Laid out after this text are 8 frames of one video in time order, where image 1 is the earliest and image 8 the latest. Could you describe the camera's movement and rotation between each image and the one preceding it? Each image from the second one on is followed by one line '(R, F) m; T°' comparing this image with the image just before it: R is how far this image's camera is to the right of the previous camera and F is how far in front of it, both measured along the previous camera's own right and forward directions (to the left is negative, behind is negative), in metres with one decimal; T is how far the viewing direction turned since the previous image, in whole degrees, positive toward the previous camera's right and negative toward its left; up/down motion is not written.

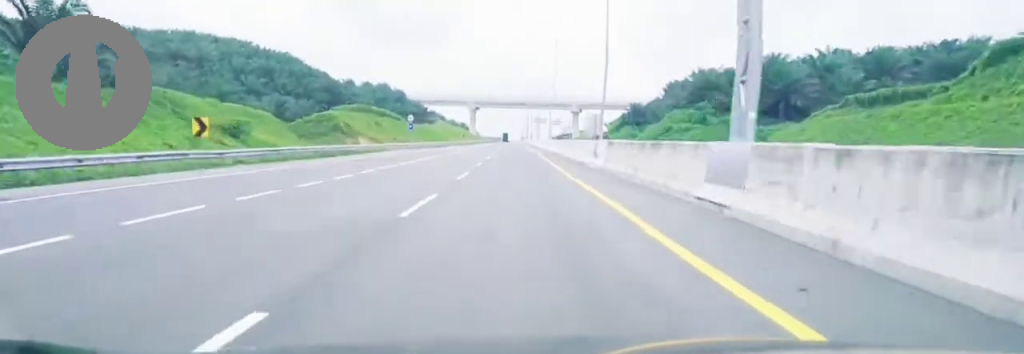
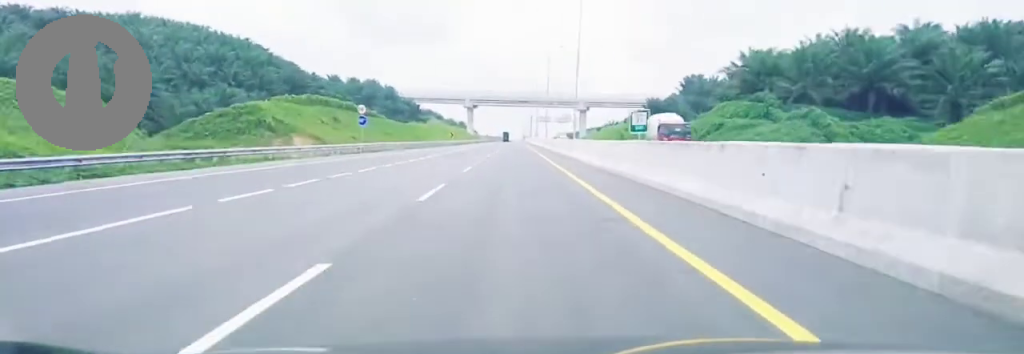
(-0.2, +36.4) m; 0°
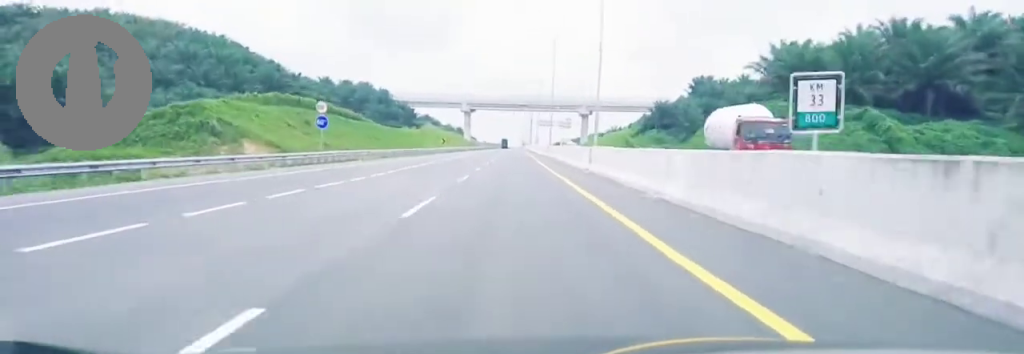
(0.0, +15.3) m; 0°
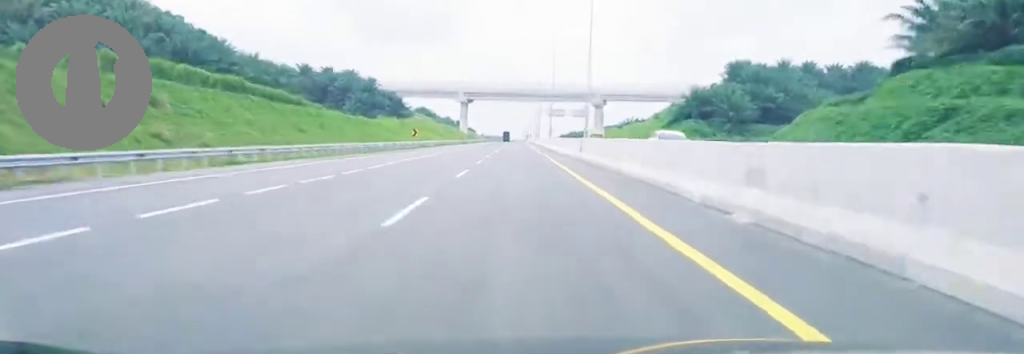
(0.0, +42.3) m; 0°
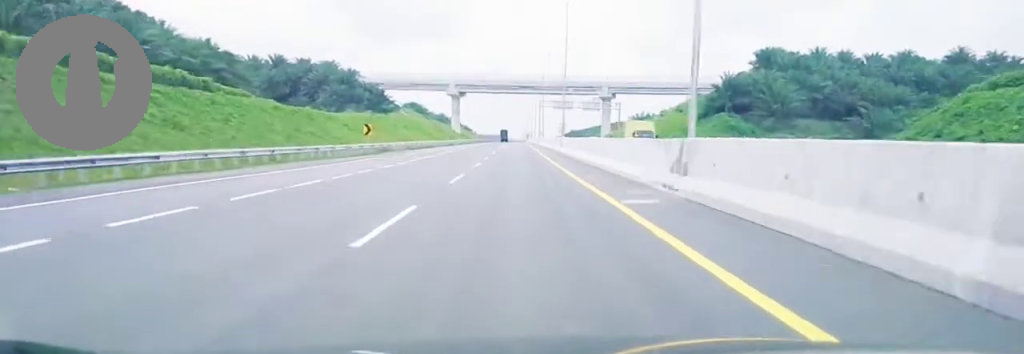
(0.0, +28.1) m; 0°
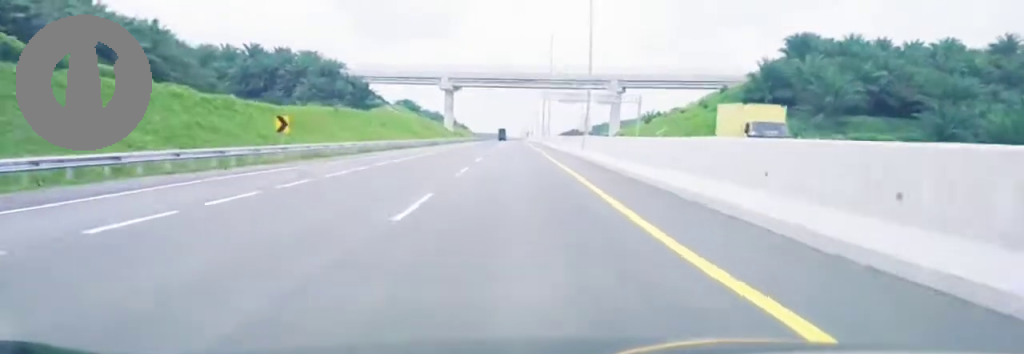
(+0.1, +23.4) m; -1°
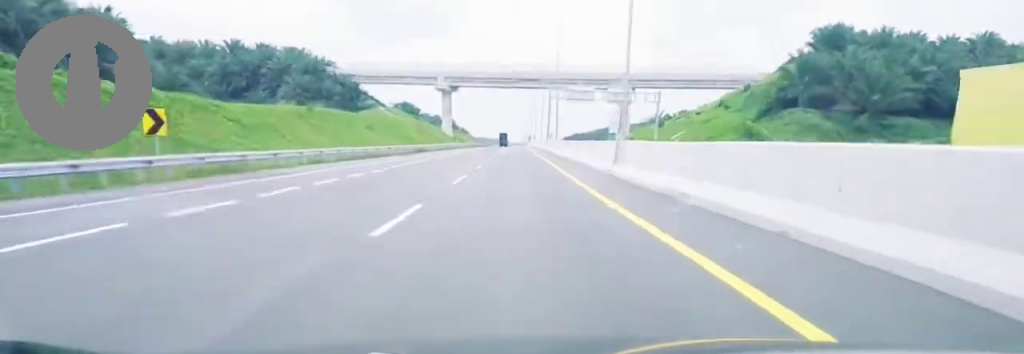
(-0.2, +15.1) m; 0°
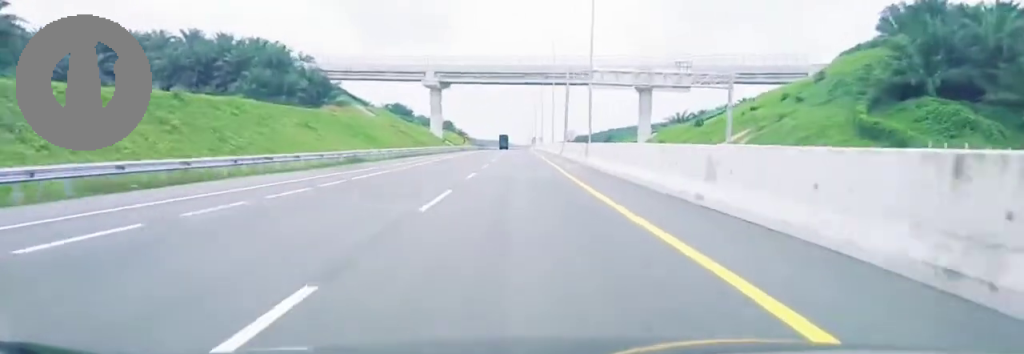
(0.0, +34.8) m; 0°
